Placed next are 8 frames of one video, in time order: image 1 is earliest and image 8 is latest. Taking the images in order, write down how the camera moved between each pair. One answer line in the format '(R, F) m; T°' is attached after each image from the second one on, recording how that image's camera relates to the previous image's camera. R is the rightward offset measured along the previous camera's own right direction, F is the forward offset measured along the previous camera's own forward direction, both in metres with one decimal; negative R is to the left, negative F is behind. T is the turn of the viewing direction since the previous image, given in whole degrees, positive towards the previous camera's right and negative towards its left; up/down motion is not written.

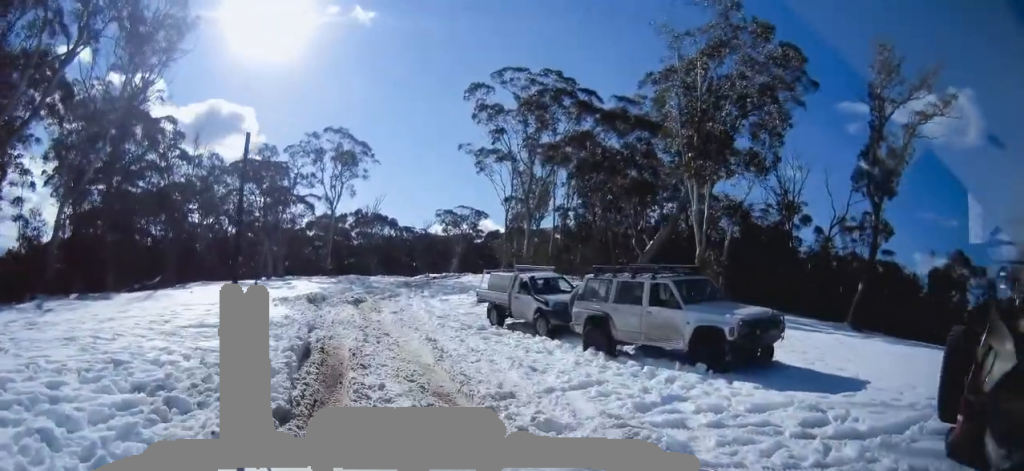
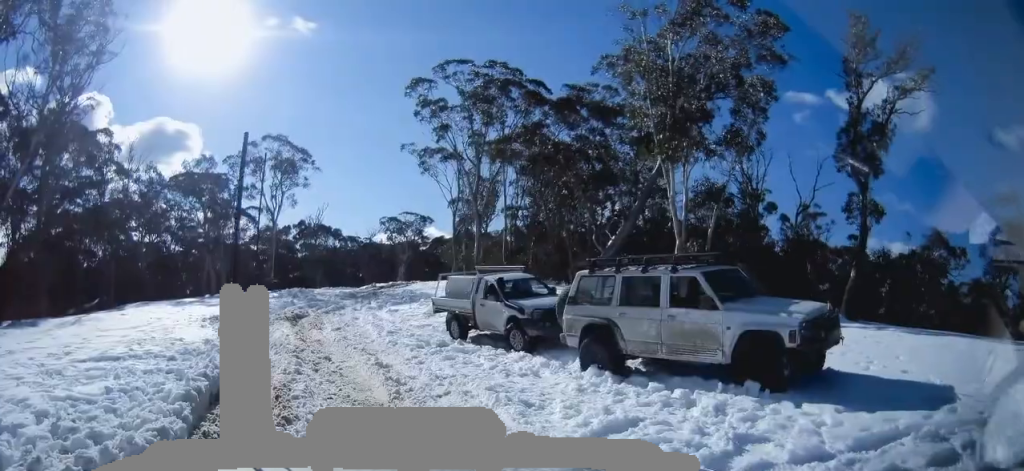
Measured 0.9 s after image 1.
(0.0, +3.4) m; 0°
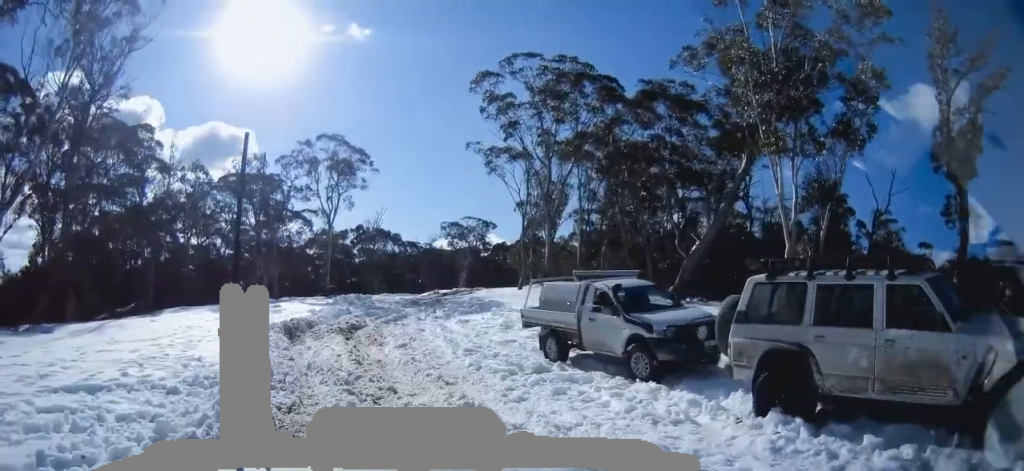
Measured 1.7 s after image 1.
(0.0, +3.2) m; 0°
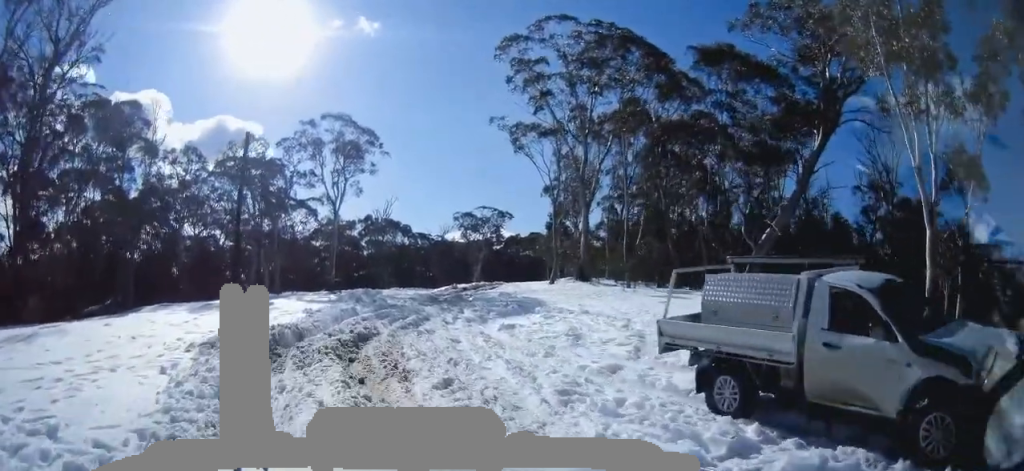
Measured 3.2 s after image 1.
(0.0, +6.0) m; +2°
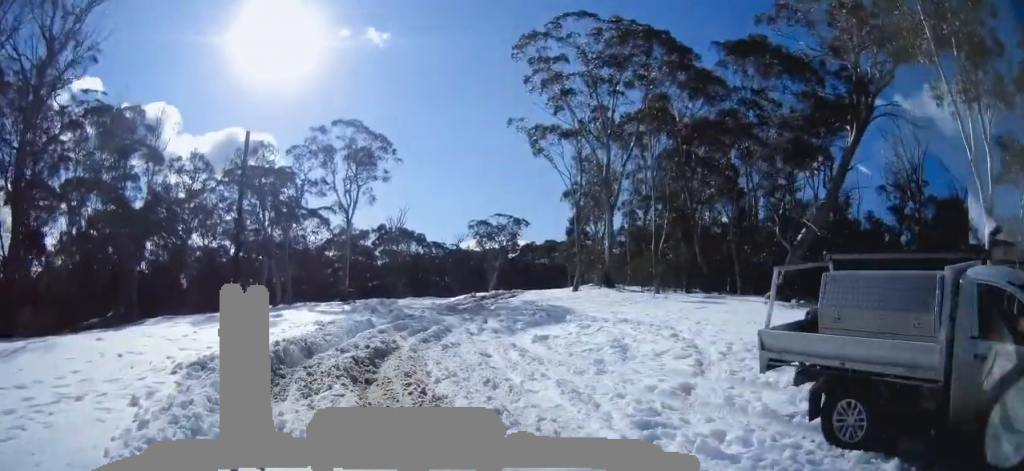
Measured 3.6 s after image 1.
(+0.1, +1.9) m; -4°
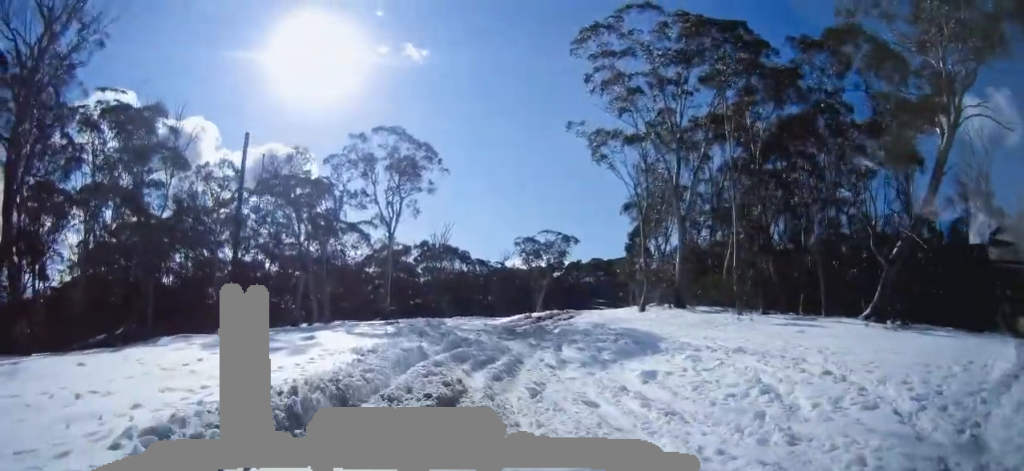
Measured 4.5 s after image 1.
(-0.1, +4.0) m; -10°
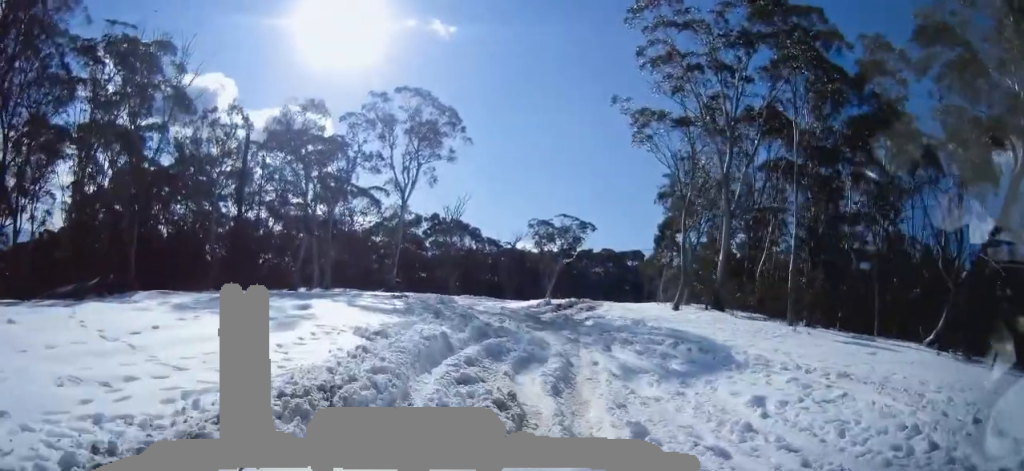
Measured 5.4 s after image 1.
(-0.7, +3.9) m; -4°
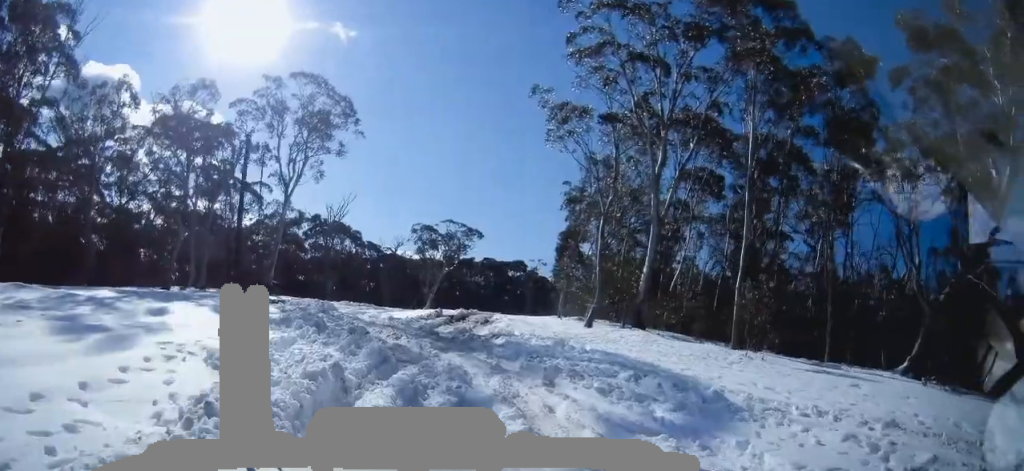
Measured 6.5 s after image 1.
(+0.5, +4.4) m; +15°
